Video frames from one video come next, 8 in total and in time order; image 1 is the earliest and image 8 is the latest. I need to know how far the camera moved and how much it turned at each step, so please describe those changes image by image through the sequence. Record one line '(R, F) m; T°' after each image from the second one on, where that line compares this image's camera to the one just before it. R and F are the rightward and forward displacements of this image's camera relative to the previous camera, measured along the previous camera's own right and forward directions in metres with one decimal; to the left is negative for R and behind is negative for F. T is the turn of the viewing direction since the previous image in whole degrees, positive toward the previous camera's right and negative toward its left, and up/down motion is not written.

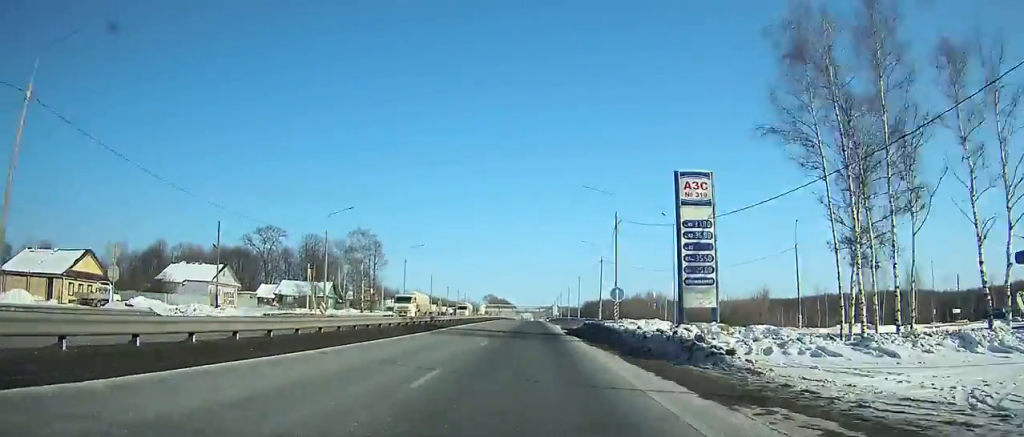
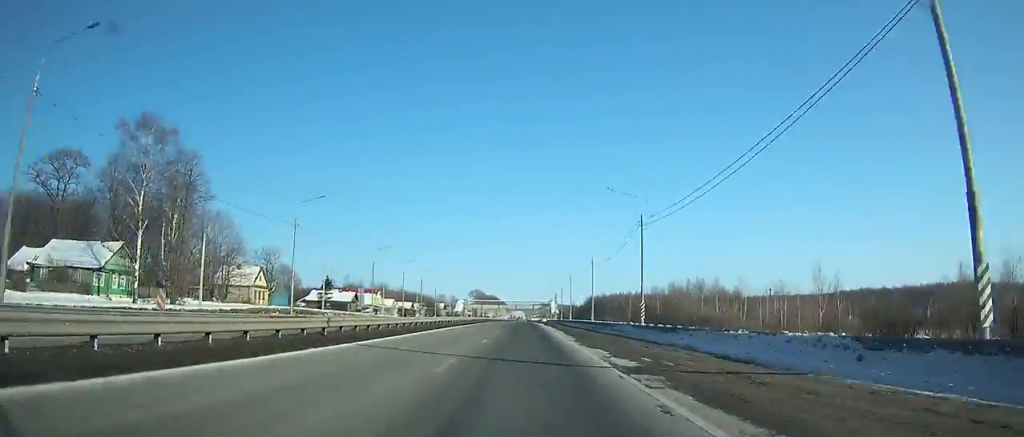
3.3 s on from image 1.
(+0.4, +68.3) m; +1°
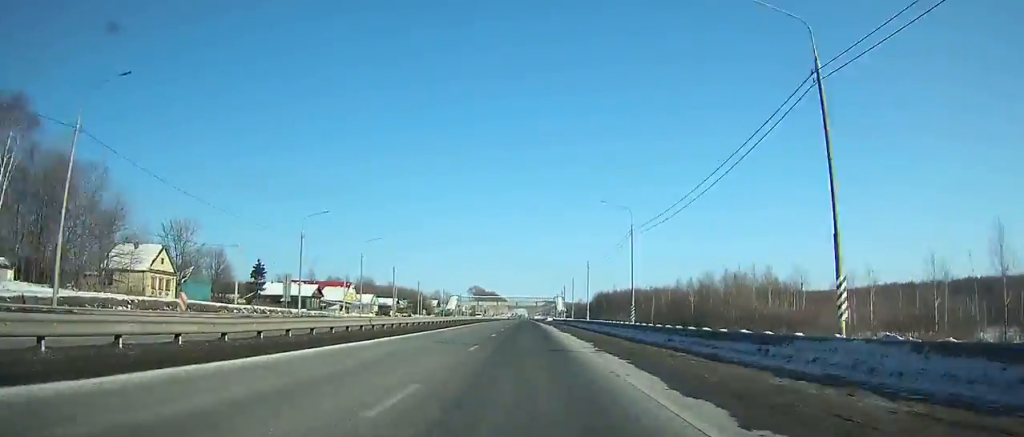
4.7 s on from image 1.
(+0.1, +28.7) m; 0°
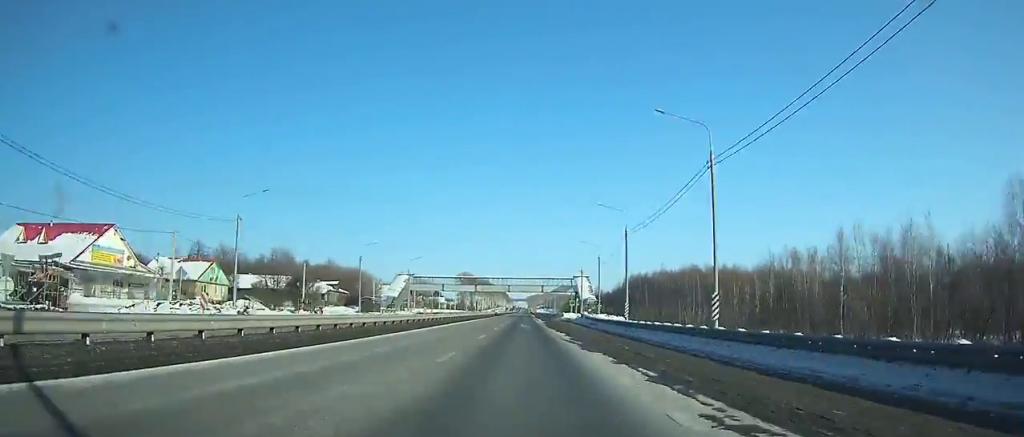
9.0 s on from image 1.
(-0.3, +87.1) m; -1°
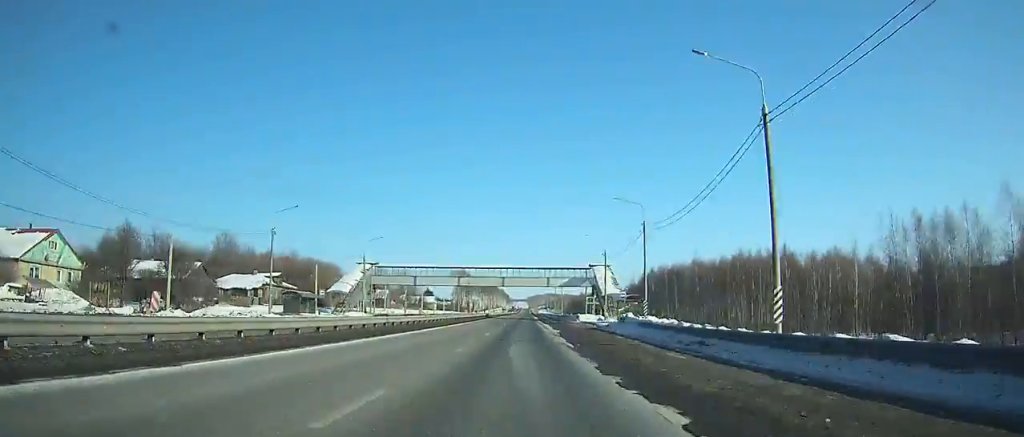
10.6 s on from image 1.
(-0.1, +32.2) m; 0°
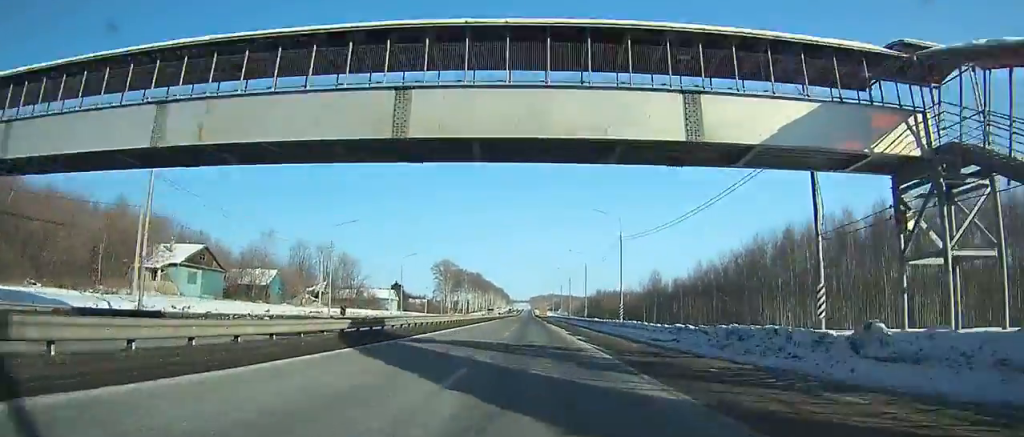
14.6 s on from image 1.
(0.0, +81.1) m; 0°
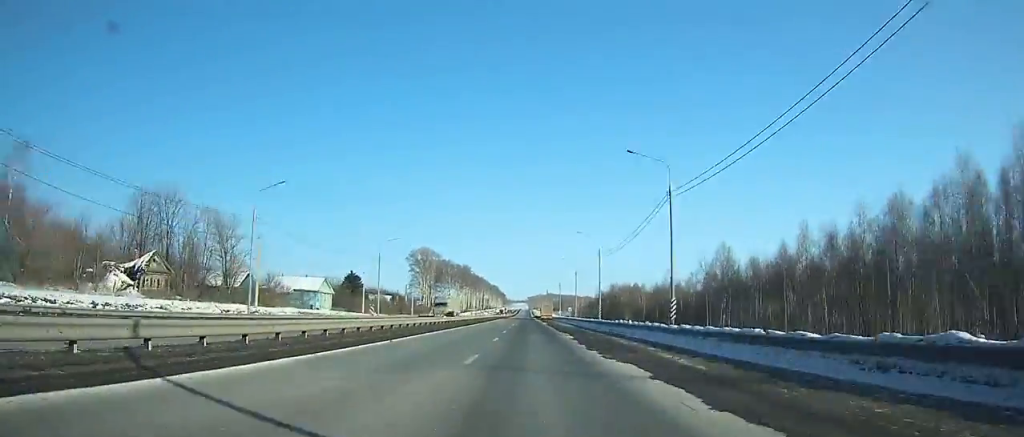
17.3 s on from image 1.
(+0.1, +56.2) m; 0°
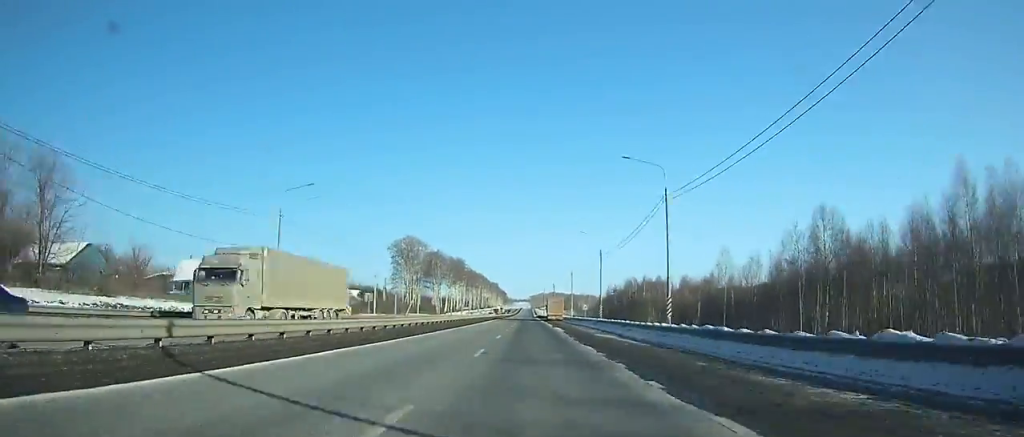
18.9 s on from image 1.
(-0.1, +34.0) m; 0°
